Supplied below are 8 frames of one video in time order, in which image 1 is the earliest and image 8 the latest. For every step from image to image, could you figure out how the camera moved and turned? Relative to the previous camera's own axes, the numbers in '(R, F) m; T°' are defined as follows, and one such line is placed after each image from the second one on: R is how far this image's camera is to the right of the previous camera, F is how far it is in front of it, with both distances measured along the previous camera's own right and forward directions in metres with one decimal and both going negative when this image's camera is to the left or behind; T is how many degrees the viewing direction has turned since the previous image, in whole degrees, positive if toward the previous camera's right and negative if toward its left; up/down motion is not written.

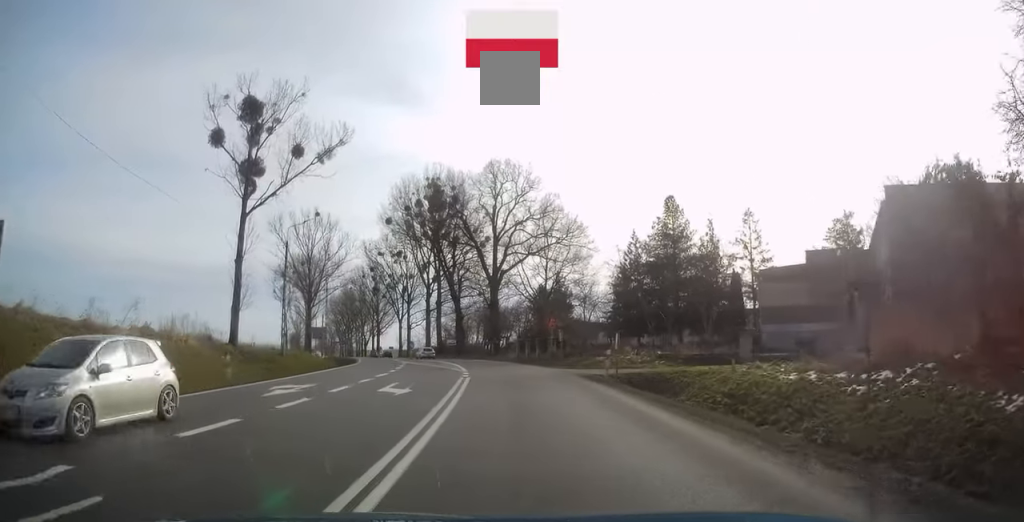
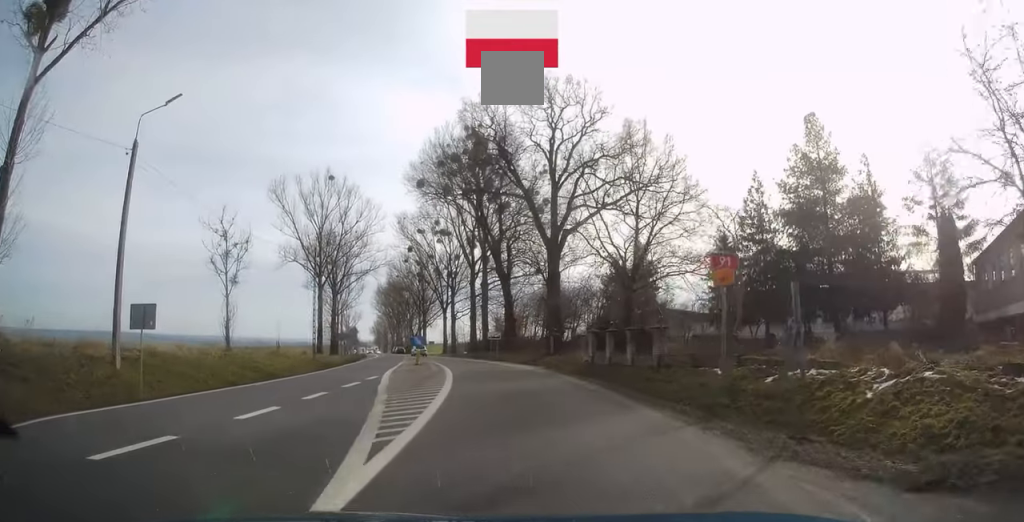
(-1.2, +22.9) m; -7°
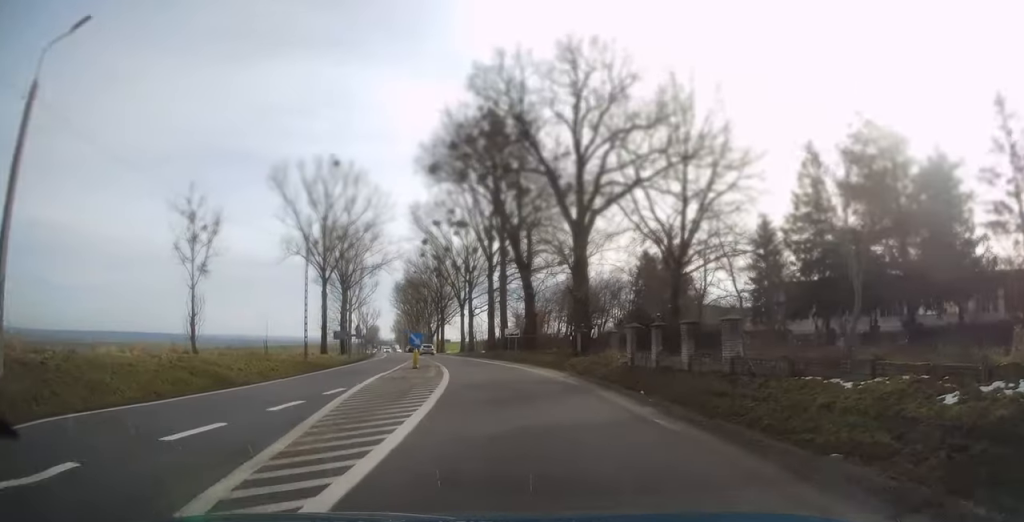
(-0.1, +6.7) m; -2°
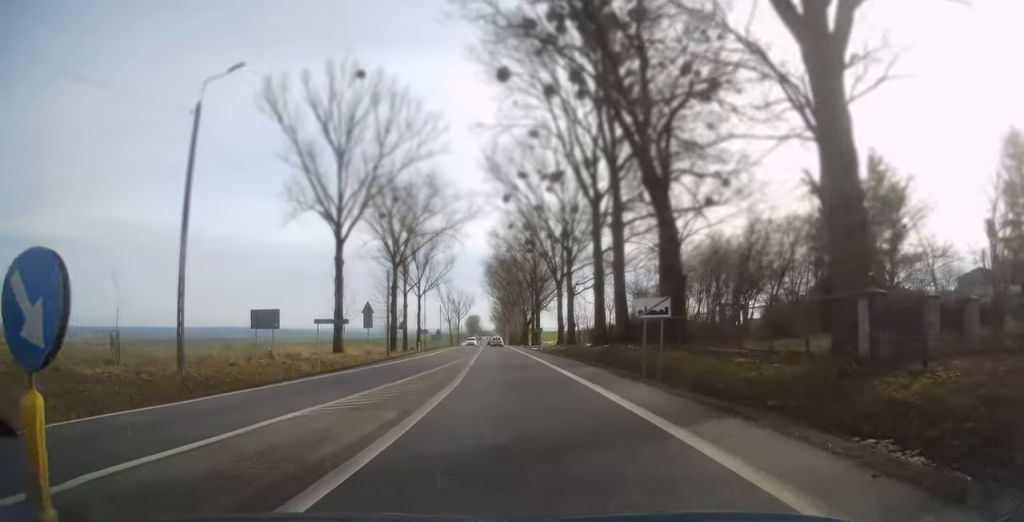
(-2.2, +27.5) m; -9°
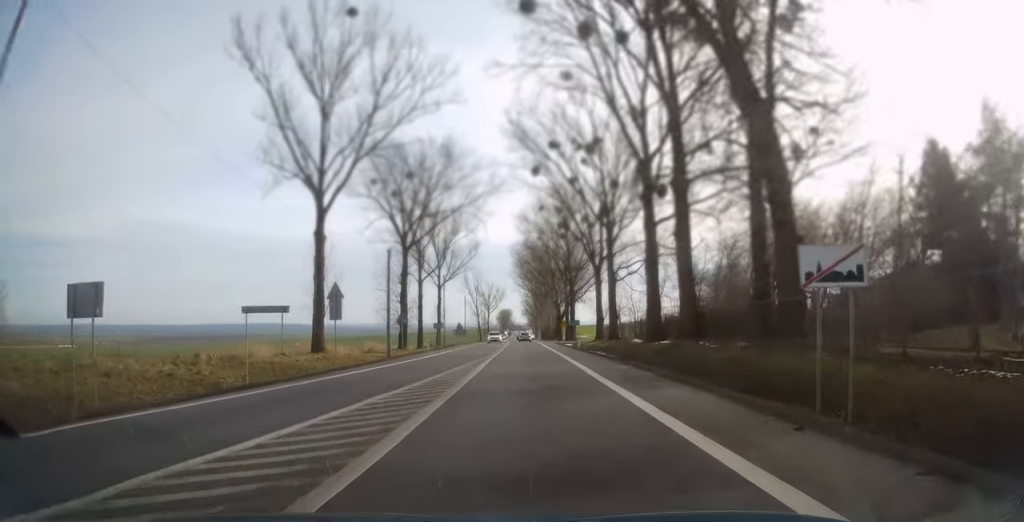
(-0.3, +11.4) m; -3°
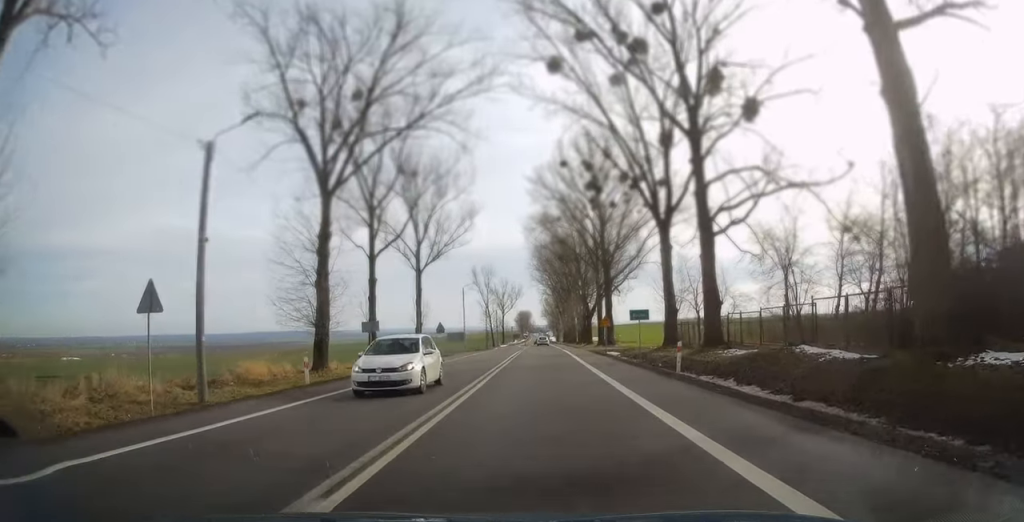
(-1.4, +30.2) m; -3°
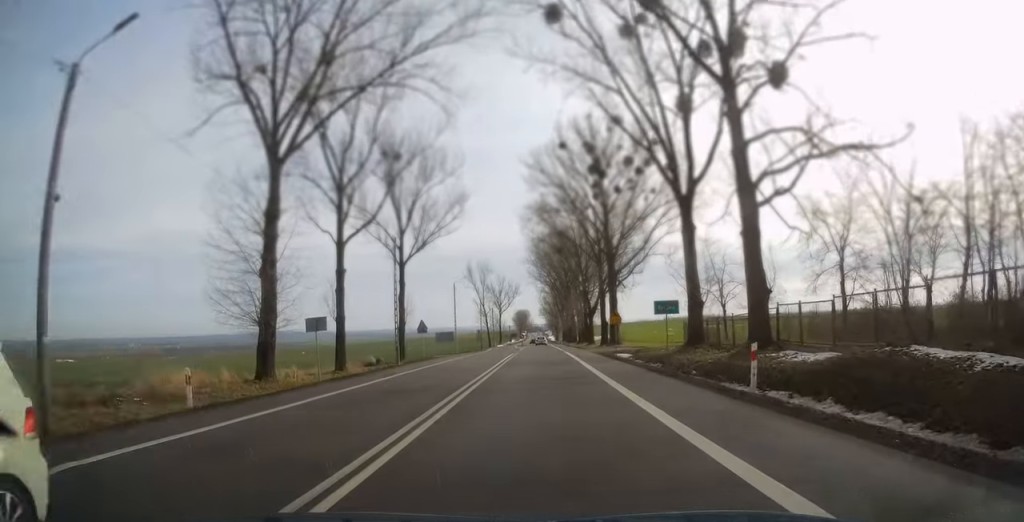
(0.0, +7.3) m; 0°
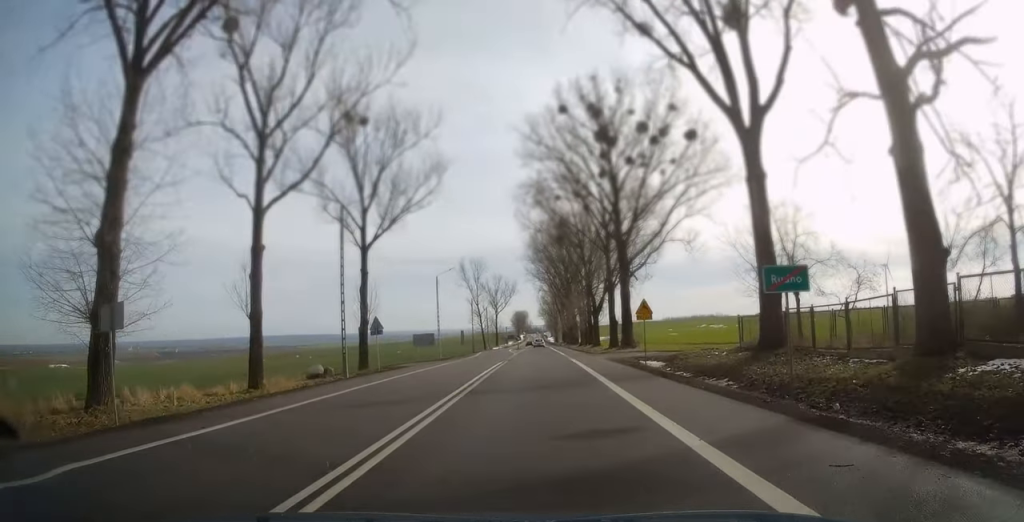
(0.0, +12.0) m; -1°
